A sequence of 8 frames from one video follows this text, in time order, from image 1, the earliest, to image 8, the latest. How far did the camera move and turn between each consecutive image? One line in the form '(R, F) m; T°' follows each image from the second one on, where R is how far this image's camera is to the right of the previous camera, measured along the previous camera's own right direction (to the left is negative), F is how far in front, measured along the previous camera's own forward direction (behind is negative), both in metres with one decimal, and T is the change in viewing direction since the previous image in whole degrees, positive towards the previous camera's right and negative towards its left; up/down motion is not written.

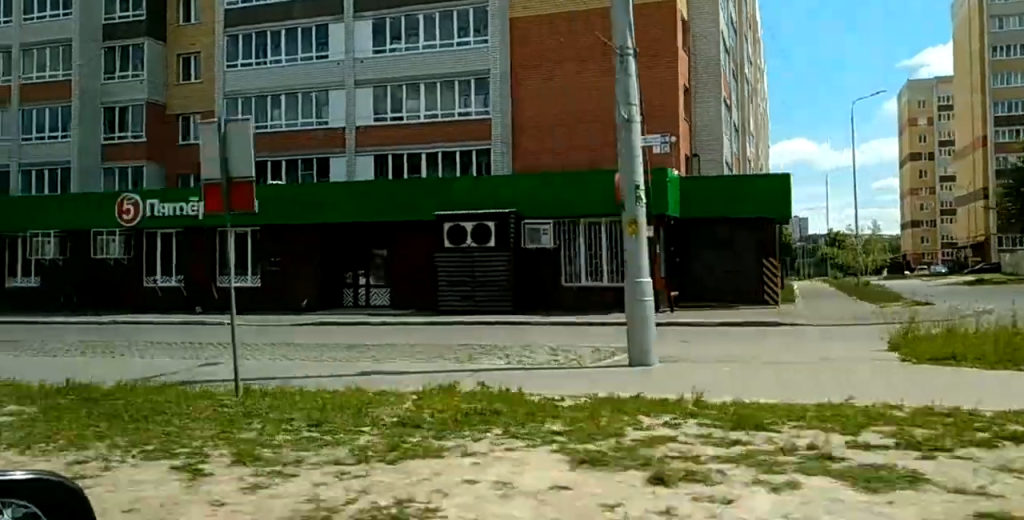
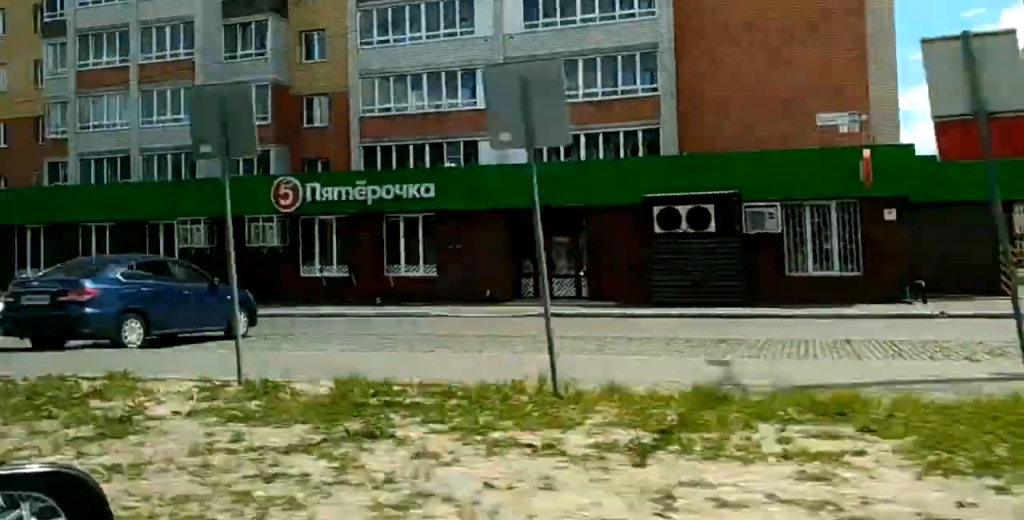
(0.0, +6.2) m; 0°
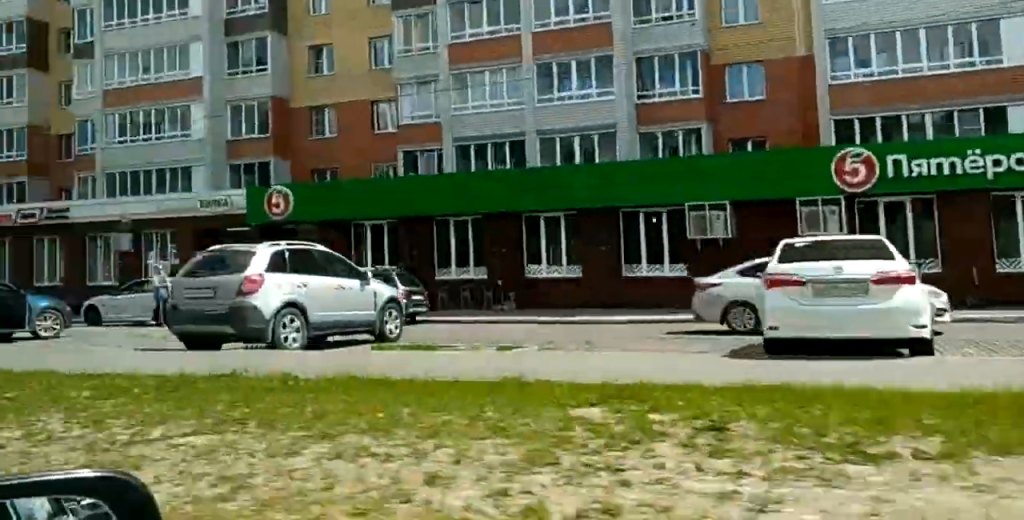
(0.0, +17.1) m; 0°
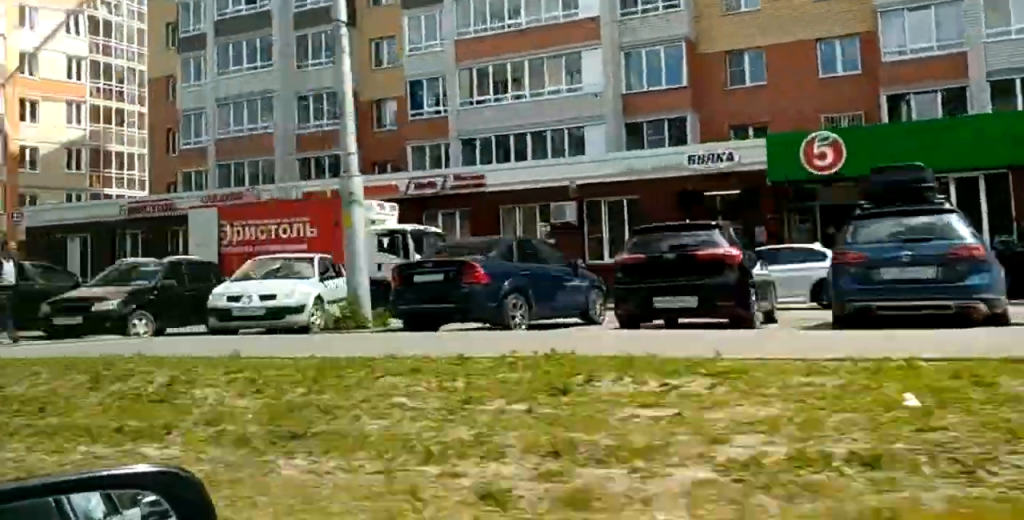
(0.0, +17.4) m; 0°
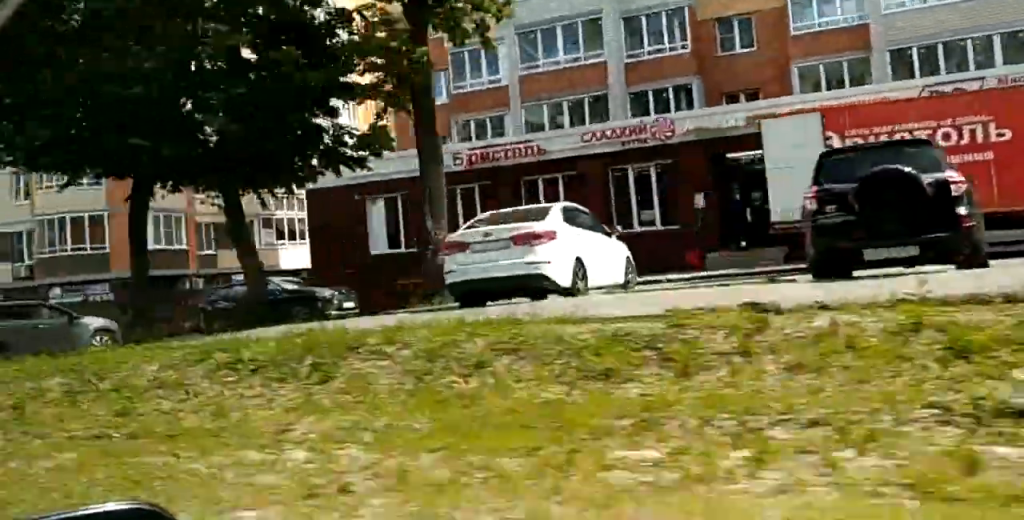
(-0.1, +17.7) m; -1°
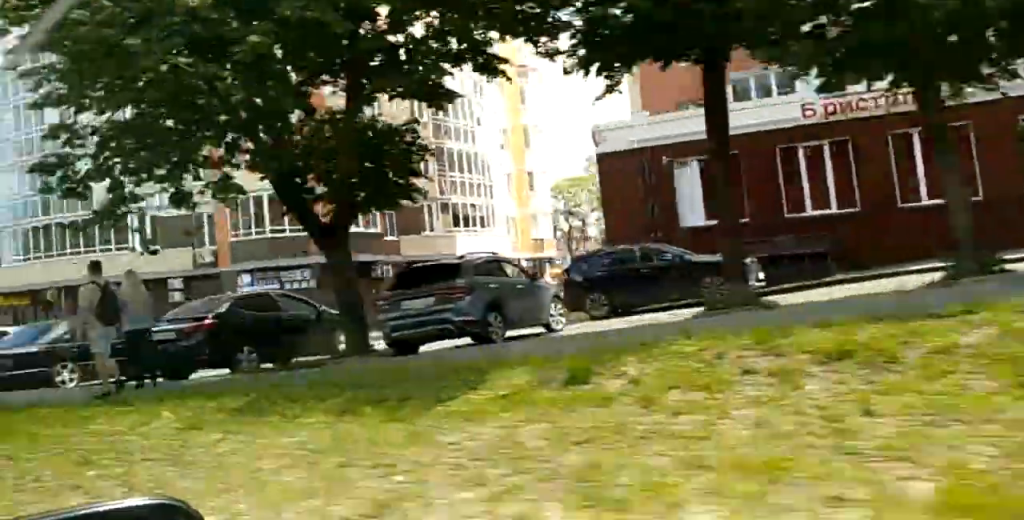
(-0.2, +11.3) m; -1°
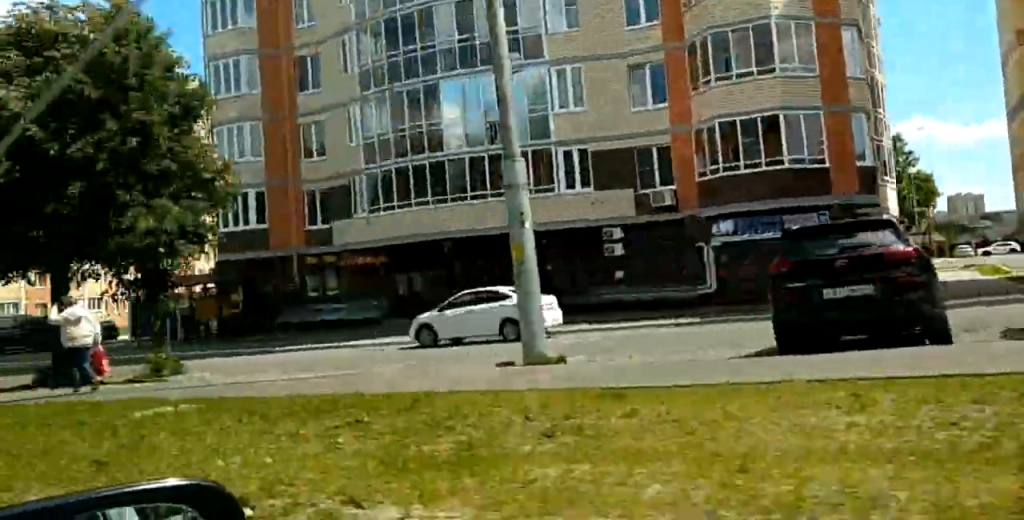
(0.0, +20.8) m; 0°
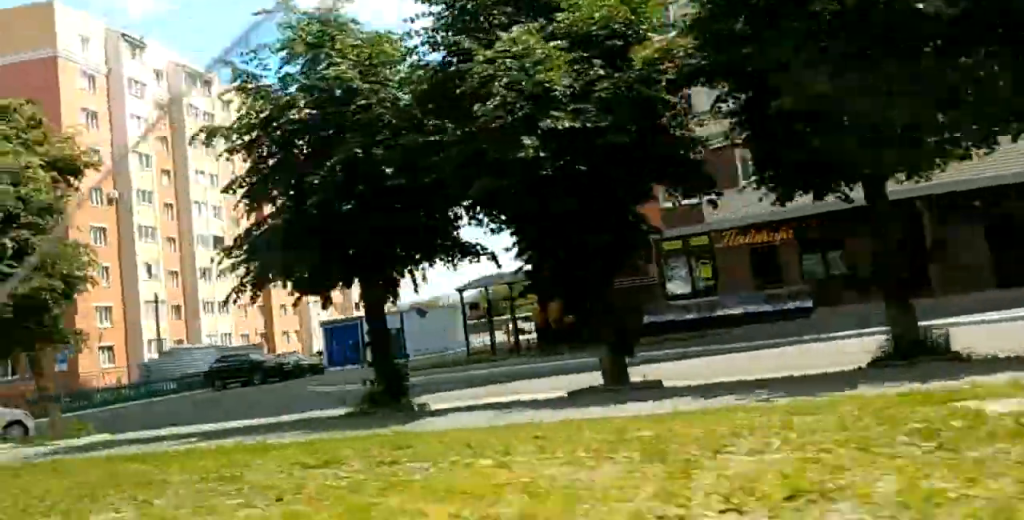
(0.0, +17.0) m; 0°
